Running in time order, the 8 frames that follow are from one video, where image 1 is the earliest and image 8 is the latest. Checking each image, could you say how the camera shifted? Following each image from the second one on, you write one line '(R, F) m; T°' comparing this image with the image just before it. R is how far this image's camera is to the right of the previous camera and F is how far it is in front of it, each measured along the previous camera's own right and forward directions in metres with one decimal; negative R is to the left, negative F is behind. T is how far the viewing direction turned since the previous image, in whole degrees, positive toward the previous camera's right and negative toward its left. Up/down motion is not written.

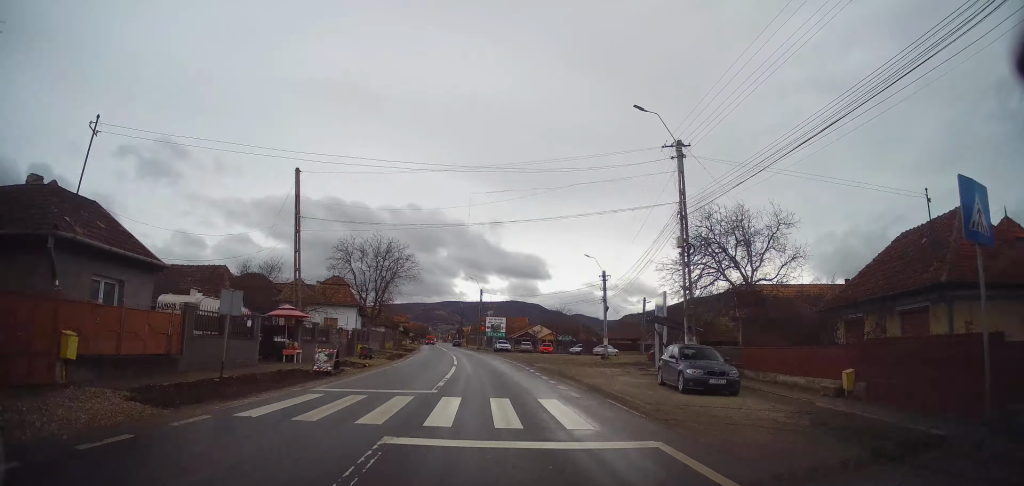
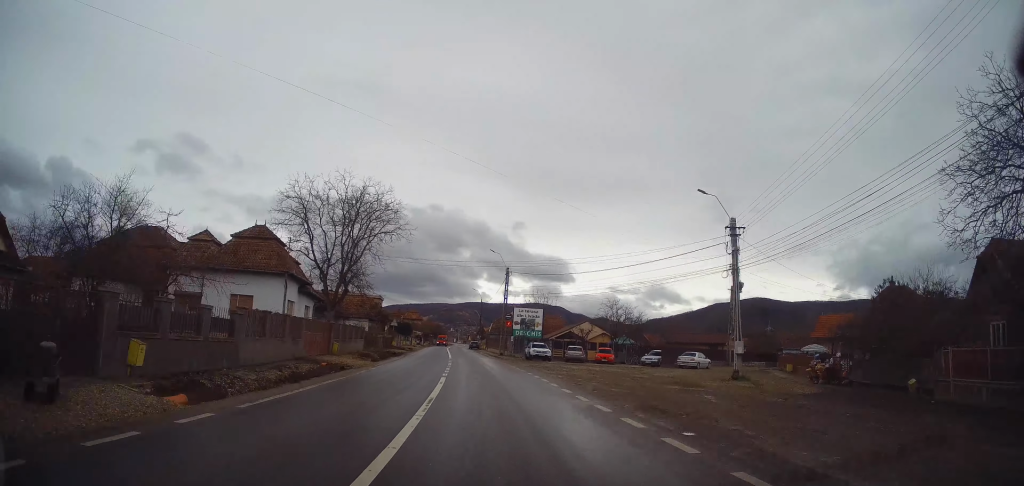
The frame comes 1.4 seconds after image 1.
(-0.3, +24.4) m; -1°
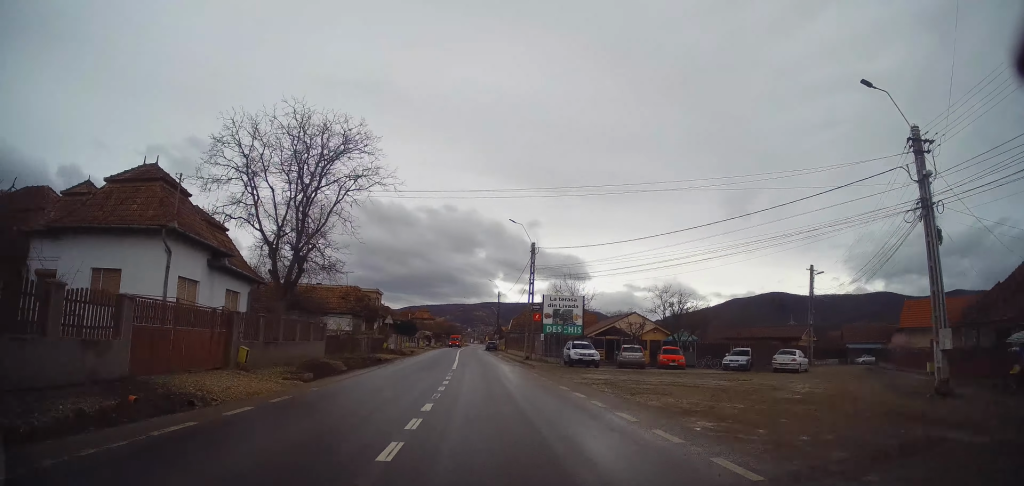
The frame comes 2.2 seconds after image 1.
(0.0, +13.4) m; -1°
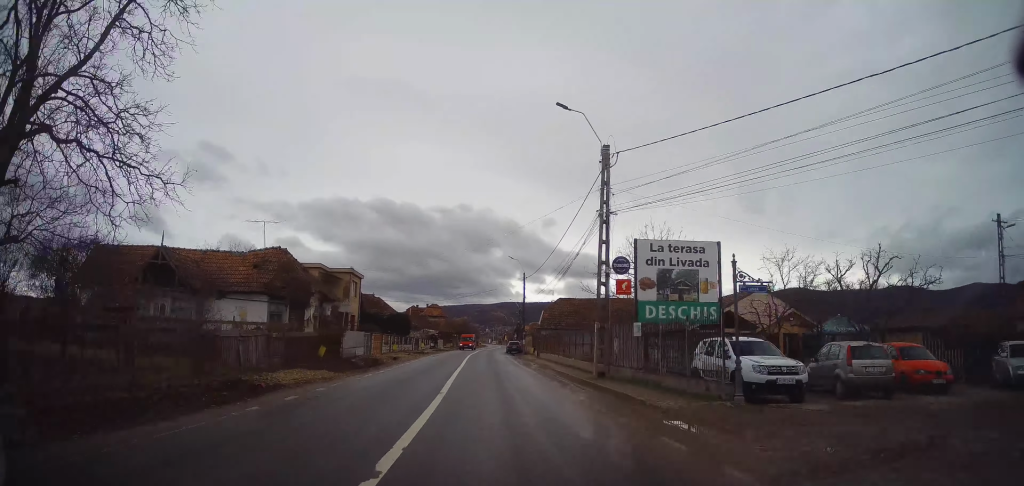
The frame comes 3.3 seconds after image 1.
(-0.5, +20.4) m; -3°
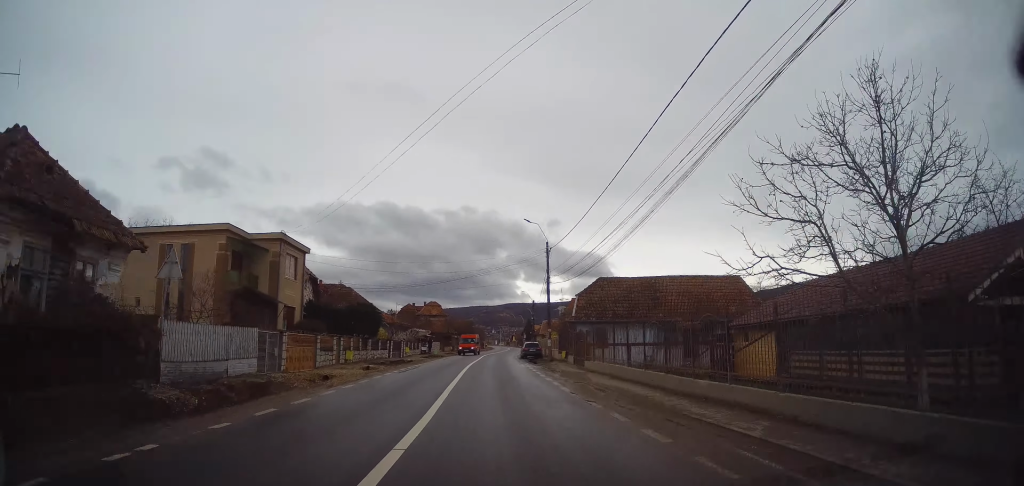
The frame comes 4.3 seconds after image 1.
(-0.4, +17.5) m; -2°
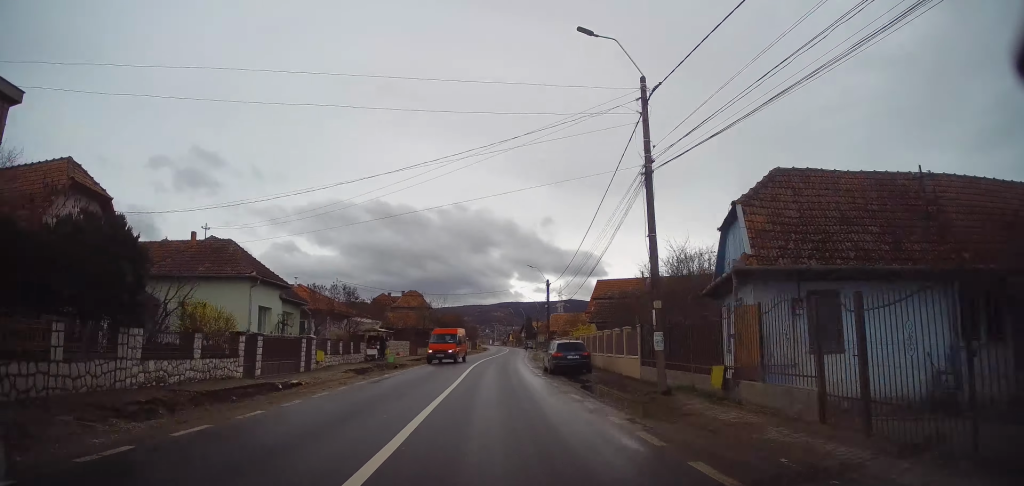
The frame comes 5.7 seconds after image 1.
(-0.1, +24.4) m; +1°
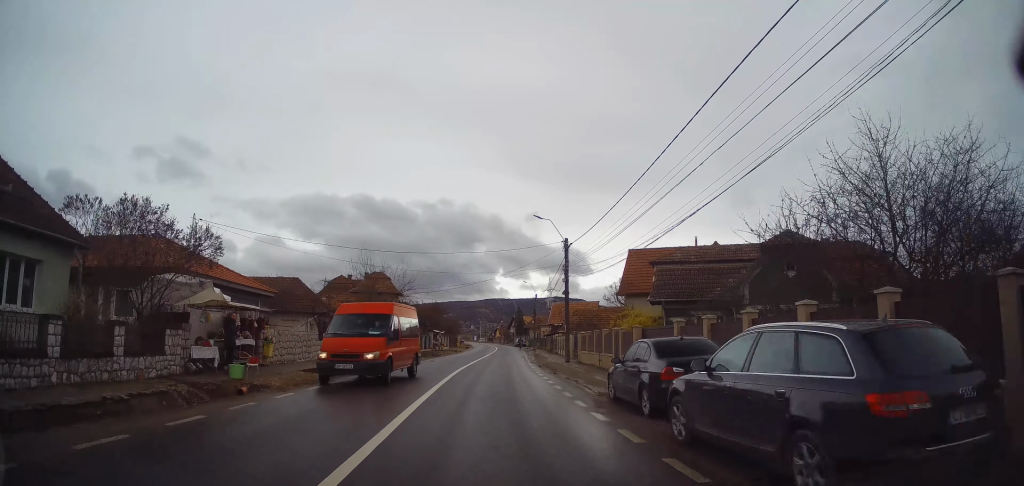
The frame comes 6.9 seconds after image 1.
(+0.3, +19.8) m; +1°
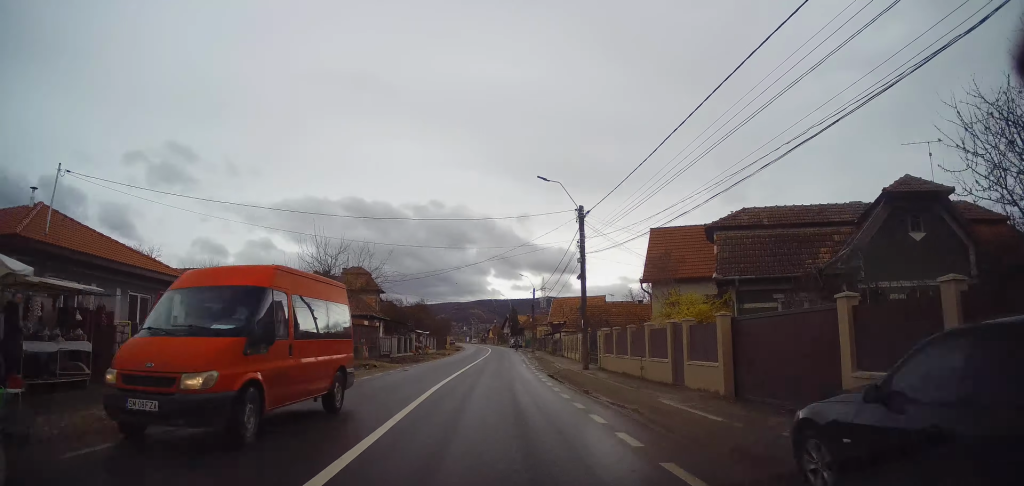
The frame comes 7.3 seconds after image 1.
(0.0, +8.1) m; +1°
